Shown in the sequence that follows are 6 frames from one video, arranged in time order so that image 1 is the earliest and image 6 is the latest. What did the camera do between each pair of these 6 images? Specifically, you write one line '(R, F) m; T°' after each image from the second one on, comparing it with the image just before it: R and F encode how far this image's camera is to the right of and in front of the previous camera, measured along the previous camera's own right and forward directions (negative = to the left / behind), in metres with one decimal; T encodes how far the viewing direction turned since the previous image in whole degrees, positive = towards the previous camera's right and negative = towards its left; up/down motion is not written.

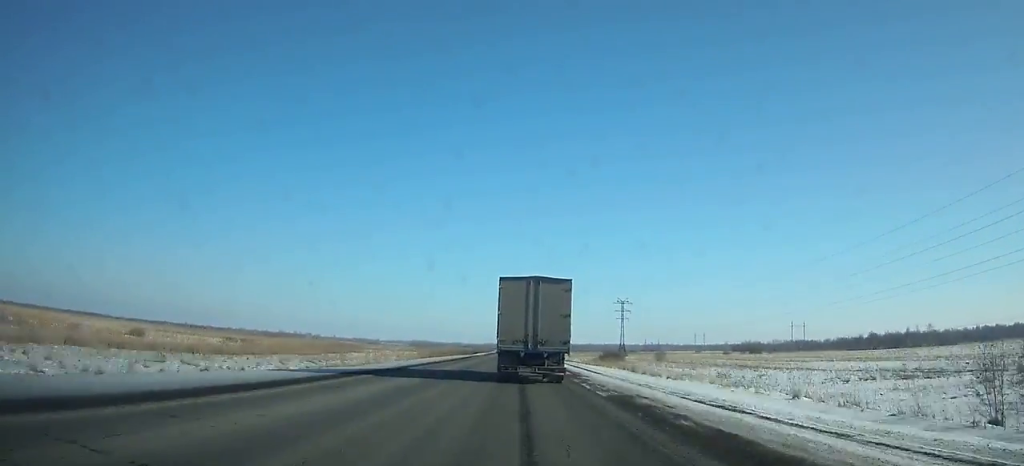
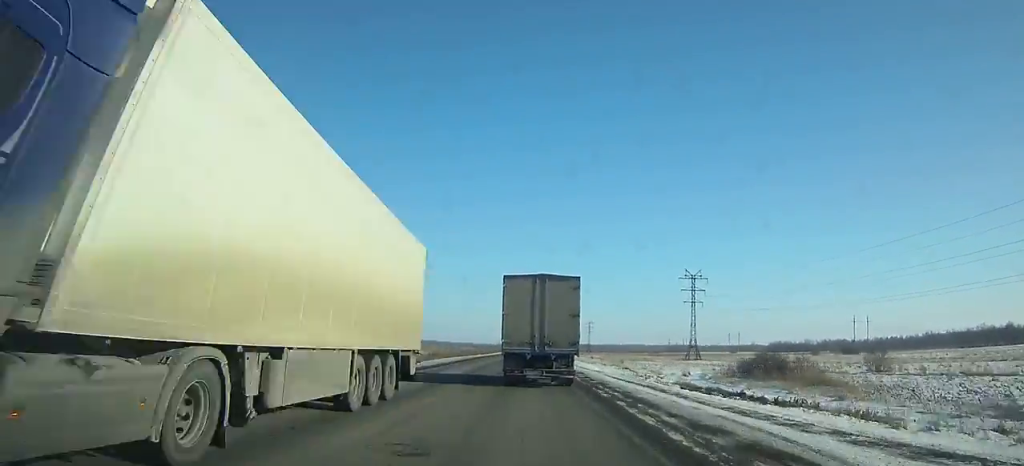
(-0.5, +90.1) m; -1°
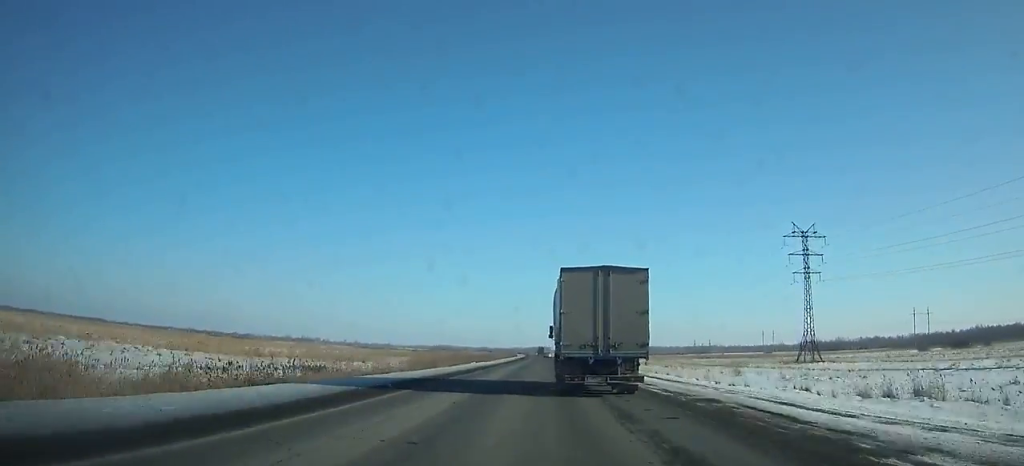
(-0.3, +61.6) m; 0°
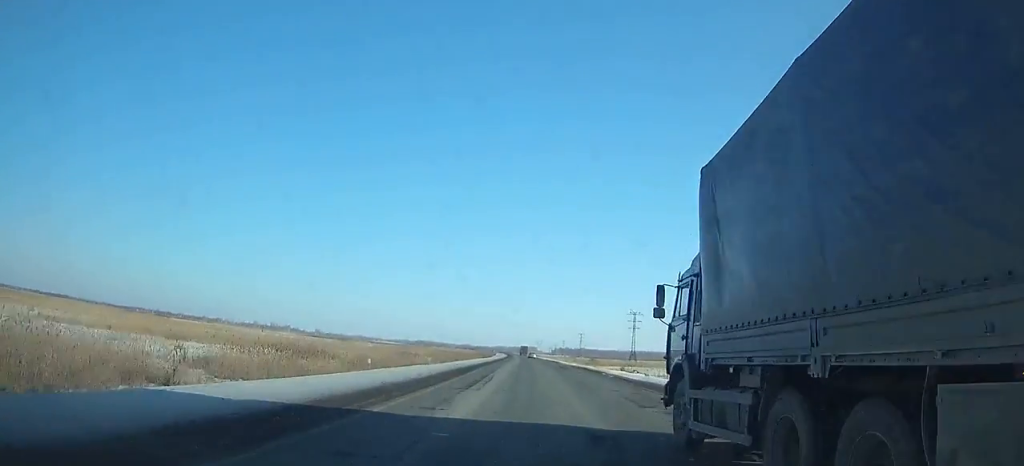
(+0.5, +98.3) m; +1°
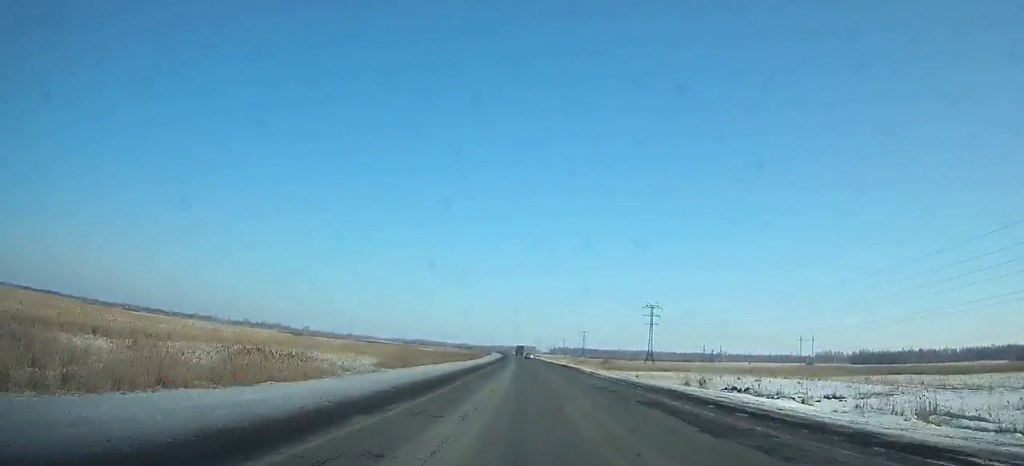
(+0.1, +35.8) m; 0°
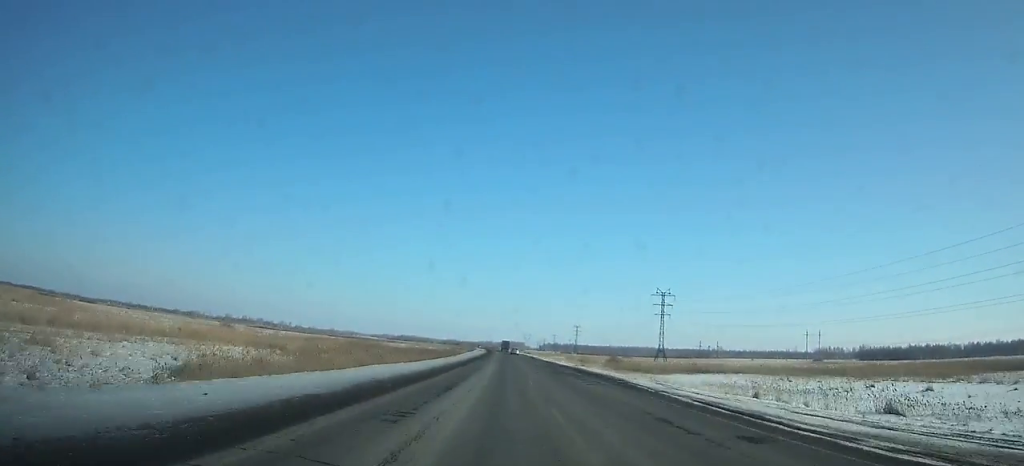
(+0.1, +34.1) m; 0°
